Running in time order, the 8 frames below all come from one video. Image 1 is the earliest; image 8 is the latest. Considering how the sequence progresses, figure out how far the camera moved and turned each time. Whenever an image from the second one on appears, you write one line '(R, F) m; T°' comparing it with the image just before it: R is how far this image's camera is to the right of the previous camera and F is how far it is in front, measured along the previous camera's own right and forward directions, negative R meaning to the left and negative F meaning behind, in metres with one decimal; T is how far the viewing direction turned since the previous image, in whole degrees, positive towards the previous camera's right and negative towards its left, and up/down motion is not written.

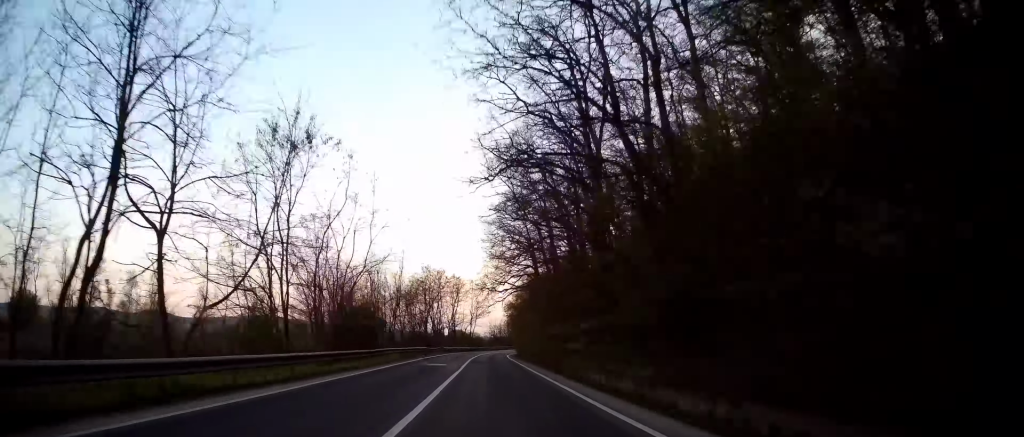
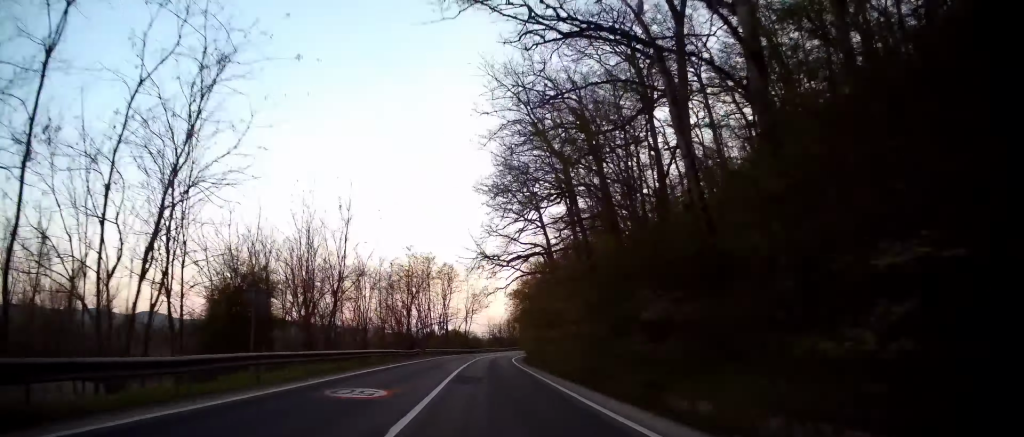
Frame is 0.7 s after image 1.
(-0.1, +18.1) m; 0°
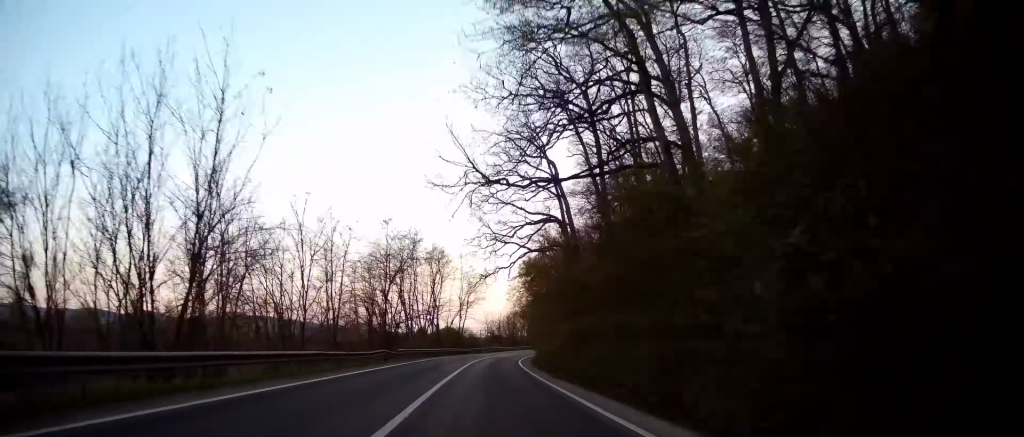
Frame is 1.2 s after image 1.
(+0.1, +14.5) m; 0°
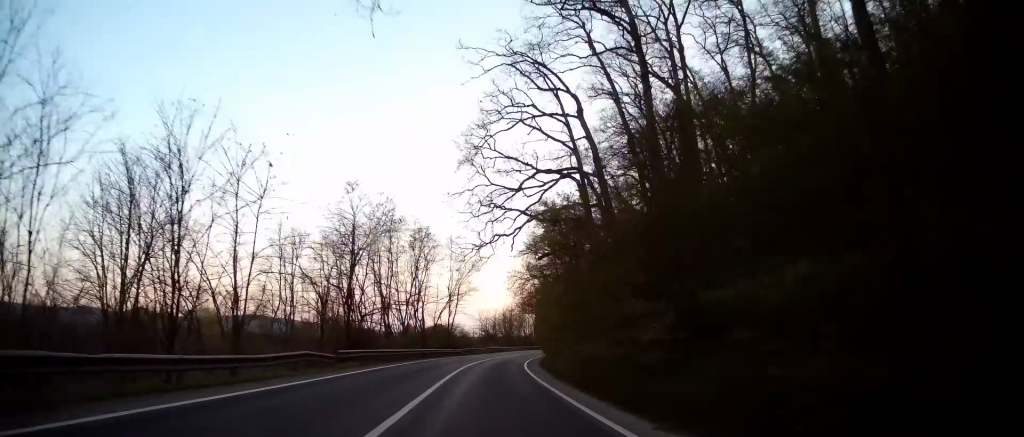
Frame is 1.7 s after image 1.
(0.0, +12.7) m; 0°
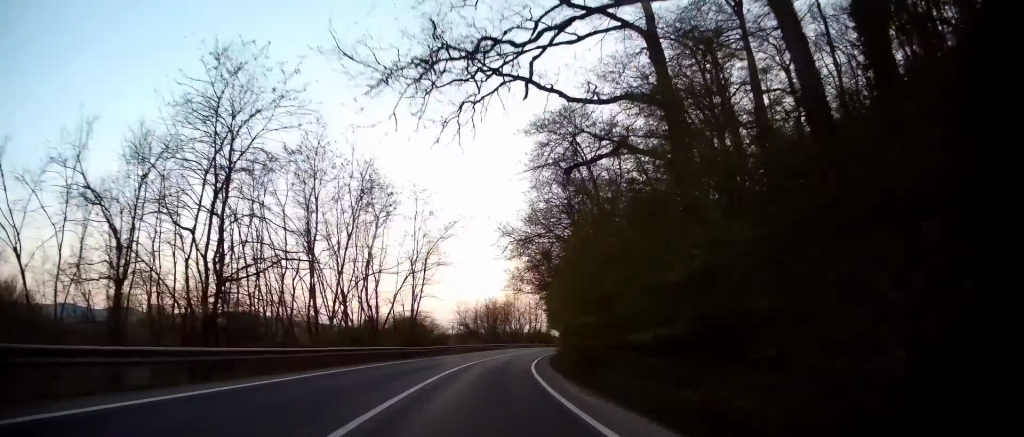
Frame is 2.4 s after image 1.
(0.0, +20.0) m; +1°
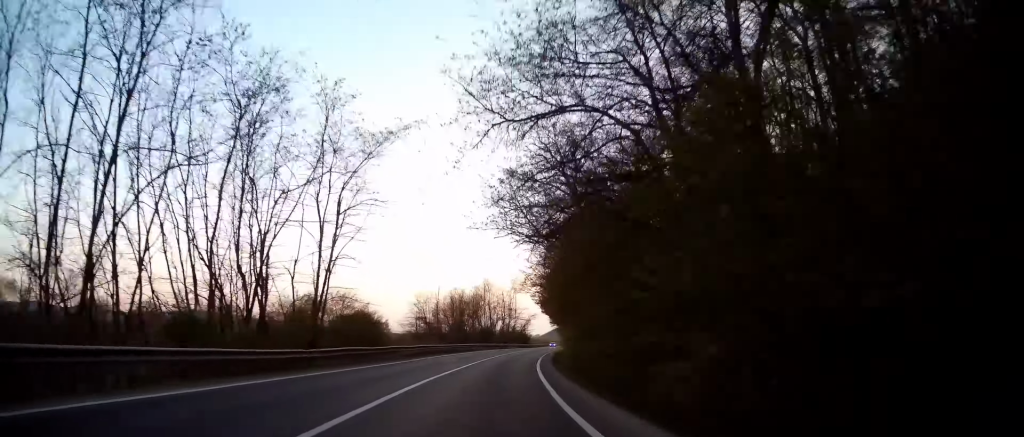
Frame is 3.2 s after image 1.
(+0.3, +20.9) m; +2°
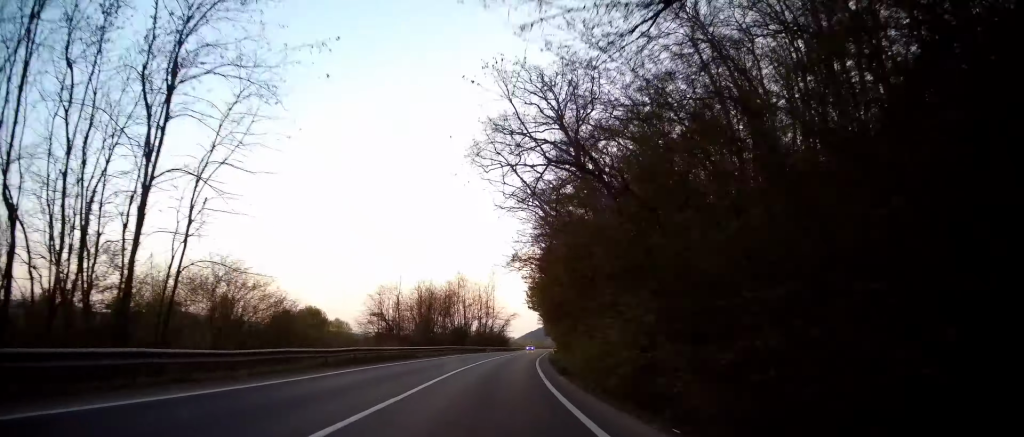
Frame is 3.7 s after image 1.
(0.0, +14.5) m; +2°
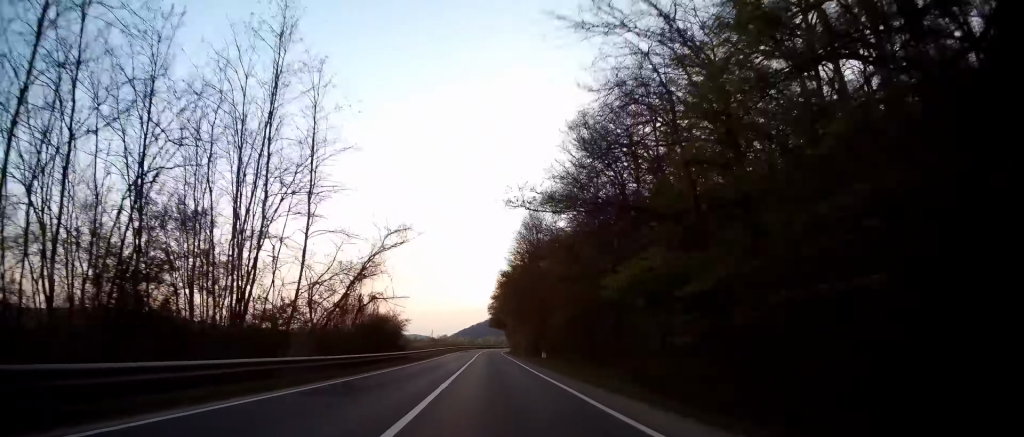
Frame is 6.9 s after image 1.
(+10.3, +86.2) m; +10°
